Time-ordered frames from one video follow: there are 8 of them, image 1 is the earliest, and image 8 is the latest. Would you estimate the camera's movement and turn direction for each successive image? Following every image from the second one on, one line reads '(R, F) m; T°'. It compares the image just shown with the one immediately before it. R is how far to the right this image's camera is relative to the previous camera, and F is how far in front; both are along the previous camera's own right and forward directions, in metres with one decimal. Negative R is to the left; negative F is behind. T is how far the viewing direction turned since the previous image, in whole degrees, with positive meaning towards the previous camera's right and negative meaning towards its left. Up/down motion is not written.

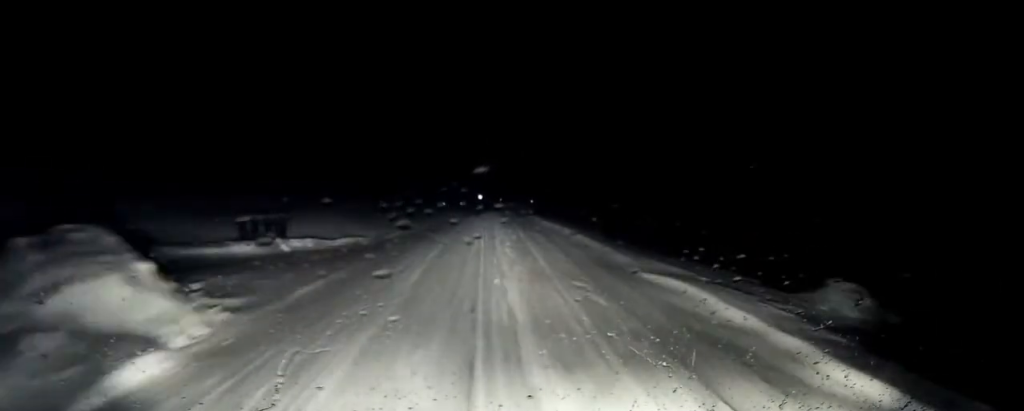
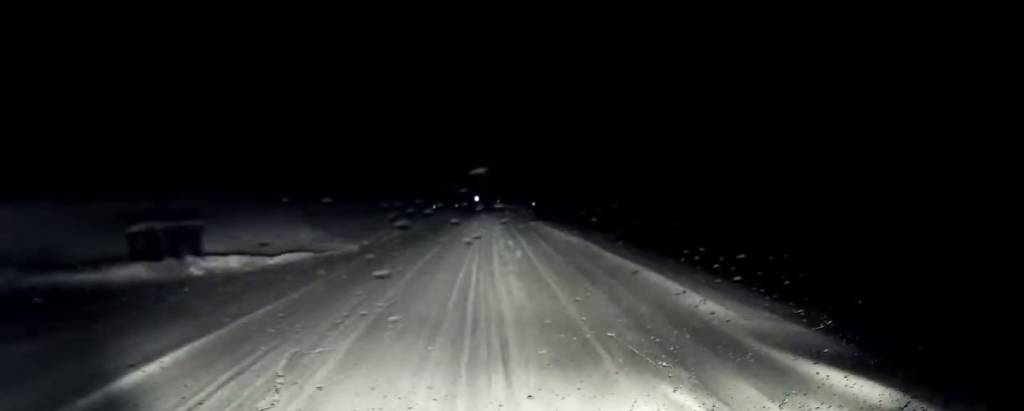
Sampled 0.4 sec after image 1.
(0.0, +5.4) m; 0°
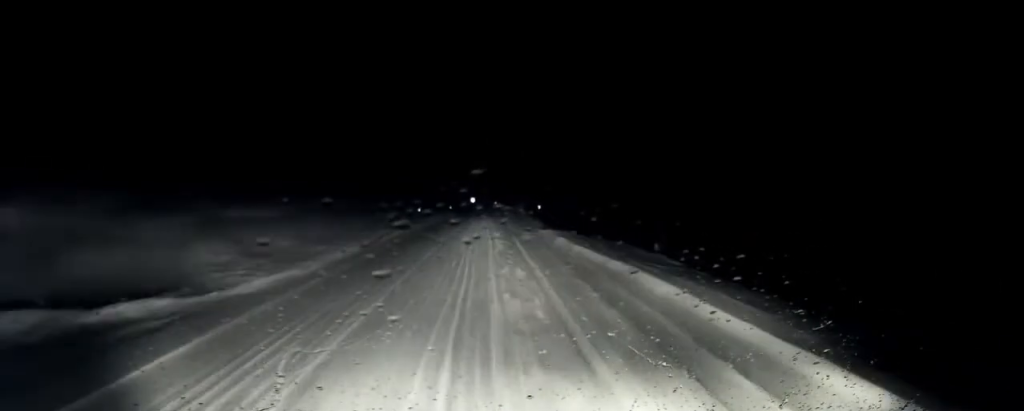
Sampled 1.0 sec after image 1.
(0.0, +7.2) m; 0°
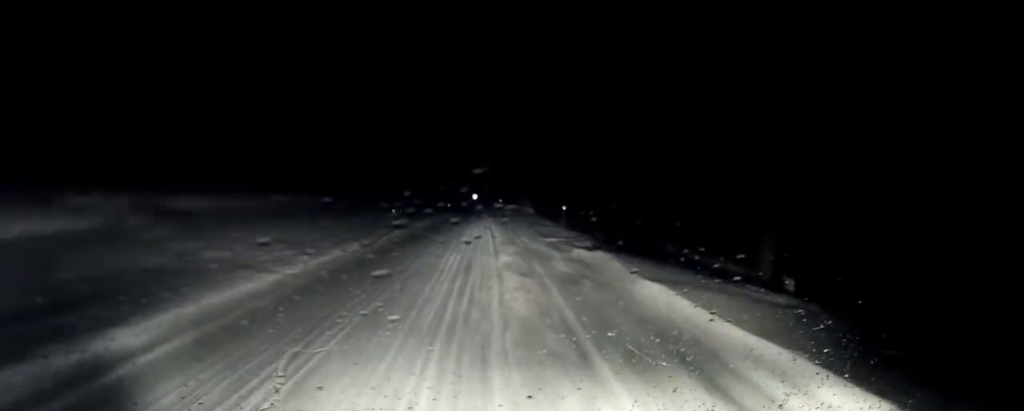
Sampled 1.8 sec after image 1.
(0.0, +10.2) m; 0°
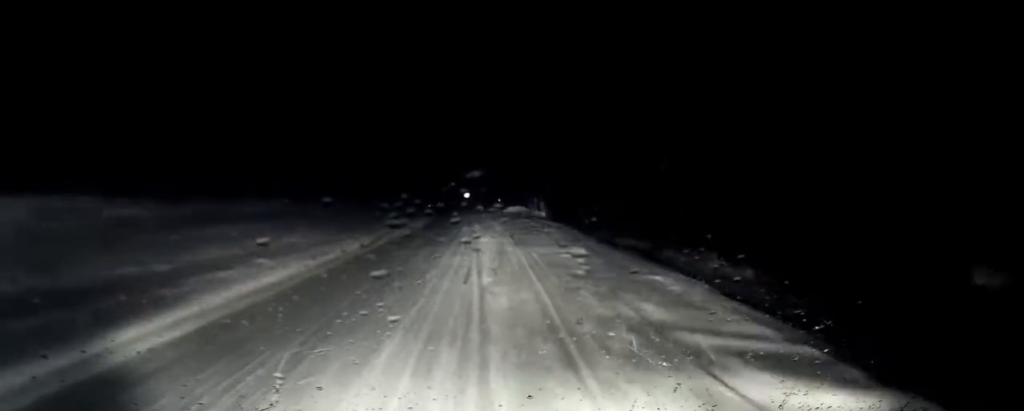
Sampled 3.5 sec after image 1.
(-0.6, +21.5) m; -2°
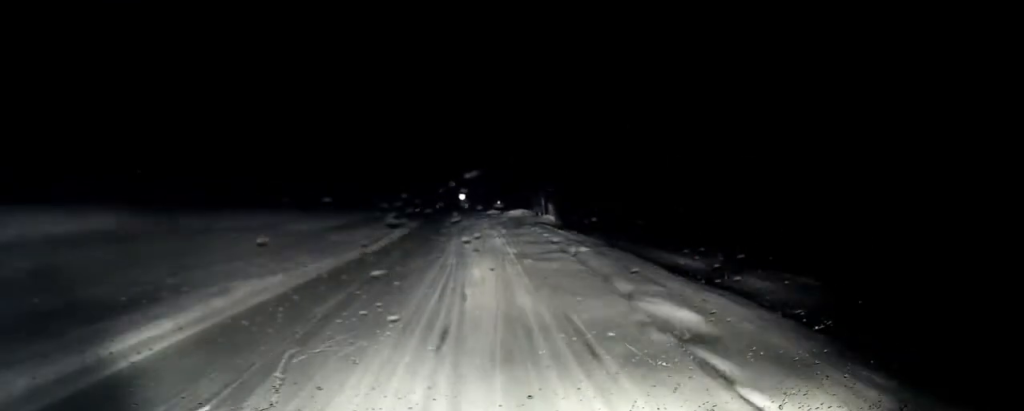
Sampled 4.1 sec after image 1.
(+0.1, +7.9) m; 0°
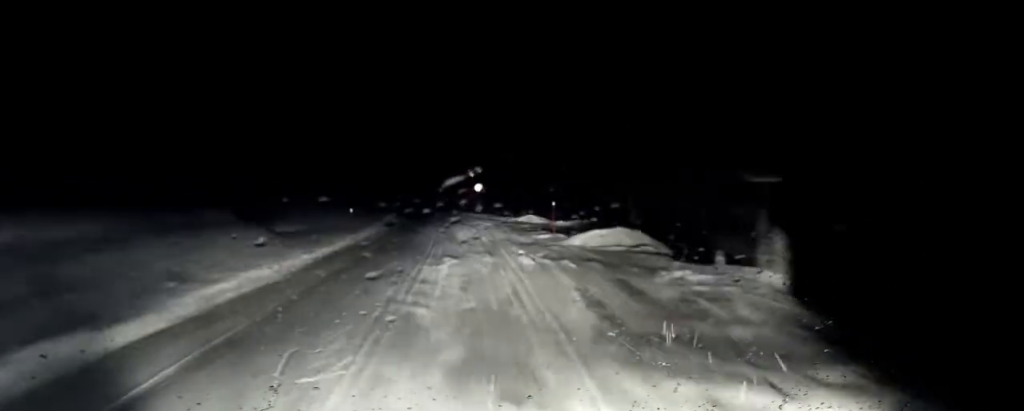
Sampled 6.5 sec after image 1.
(-1.2, +28.0) m; -5°
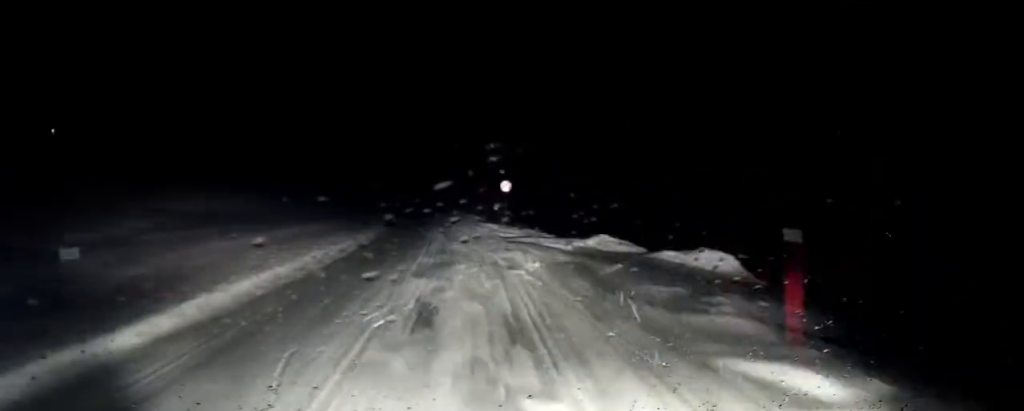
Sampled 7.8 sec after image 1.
(+0.2, +14.4) m; 0°
